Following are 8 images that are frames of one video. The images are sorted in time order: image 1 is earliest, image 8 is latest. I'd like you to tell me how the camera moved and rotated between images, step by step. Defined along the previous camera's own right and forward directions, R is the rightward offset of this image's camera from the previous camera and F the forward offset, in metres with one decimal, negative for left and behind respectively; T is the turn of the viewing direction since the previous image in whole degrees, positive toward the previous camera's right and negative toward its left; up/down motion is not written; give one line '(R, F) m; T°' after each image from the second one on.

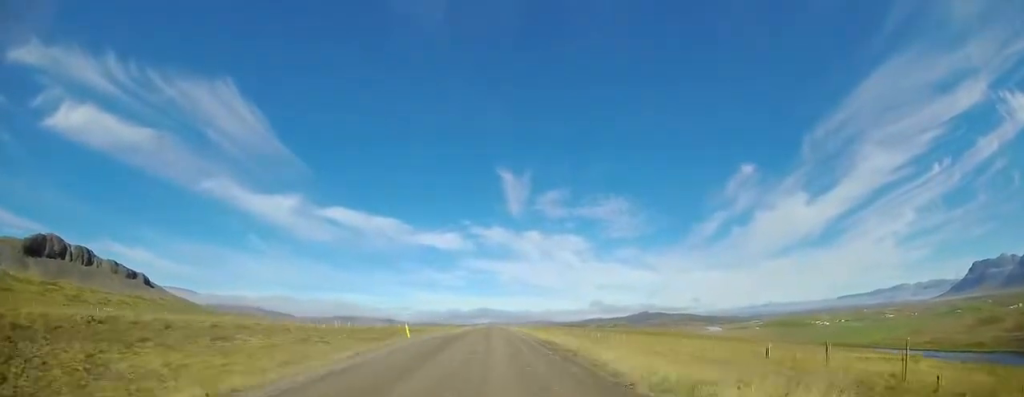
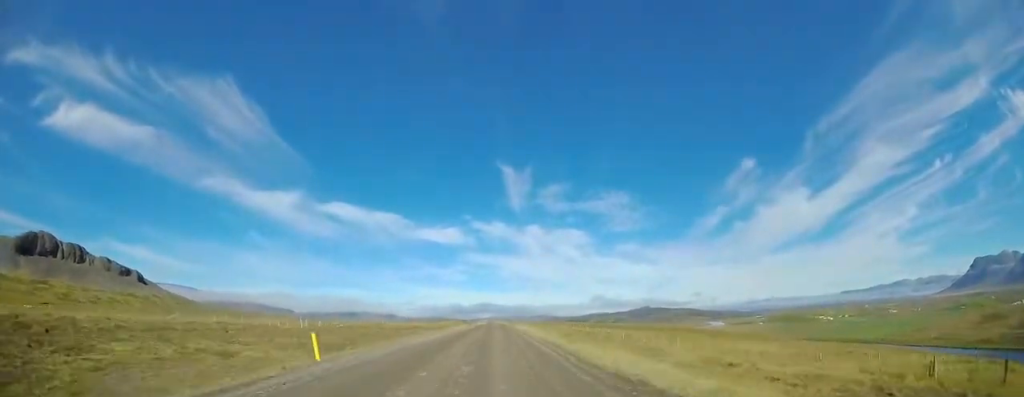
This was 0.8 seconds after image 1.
(-0.4, +12.8) m; -2°
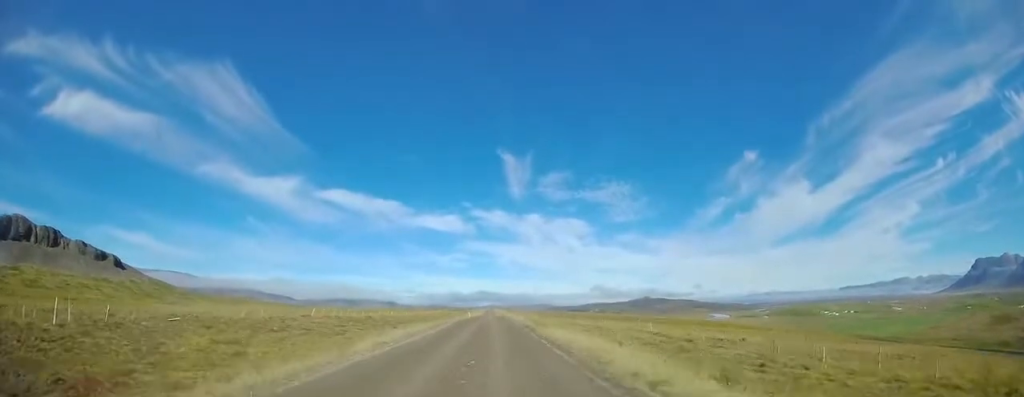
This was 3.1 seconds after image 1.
(-0.3, +36.8) m; 0°
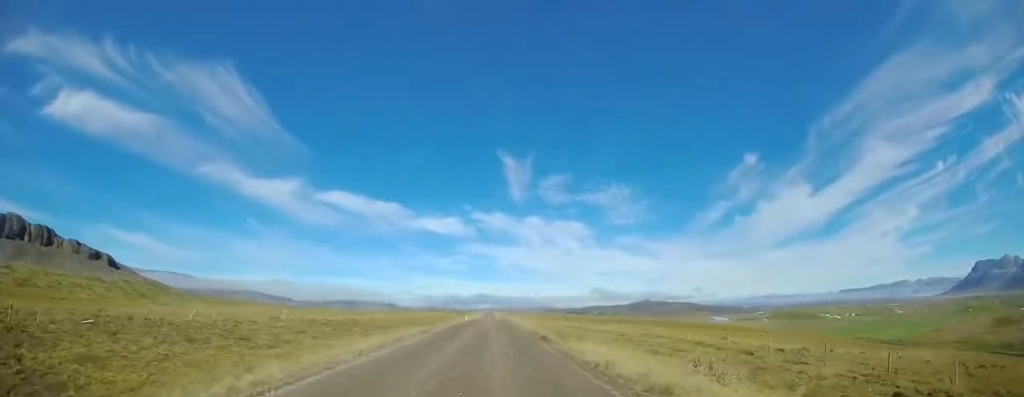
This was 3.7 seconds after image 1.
(0.0, +9.1) m; +1°
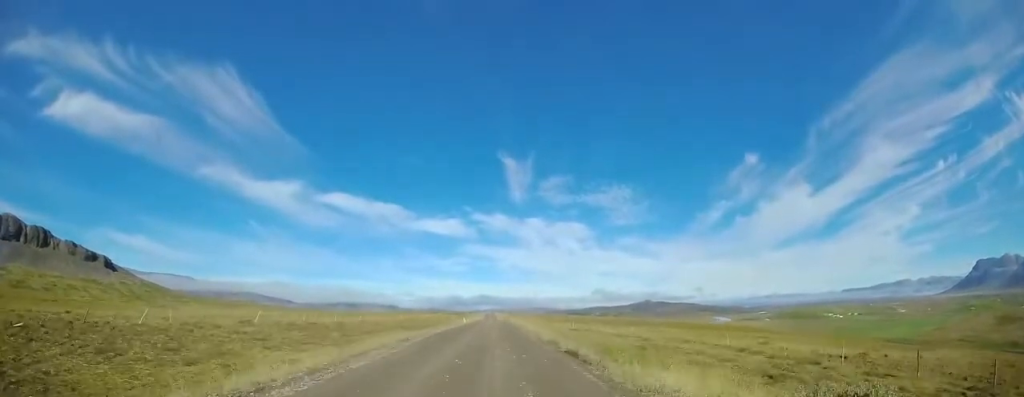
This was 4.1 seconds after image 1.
(+0.1, +6.4) m; 0°
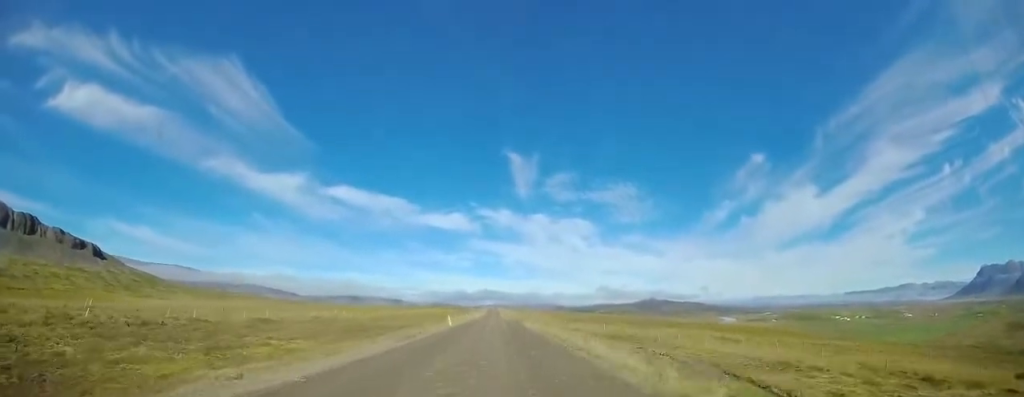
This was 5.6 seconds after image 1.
(+0.2, +24.0) m; +1°
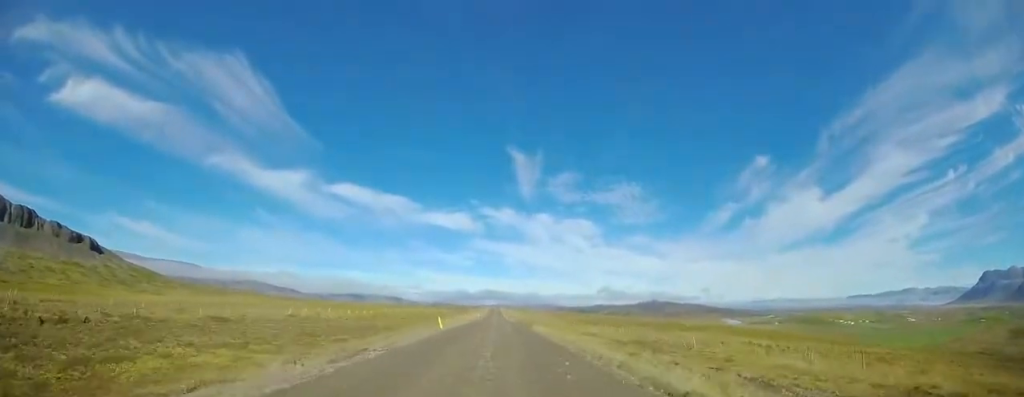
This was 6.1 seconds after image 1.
(0.0, +7.9) m; 0°
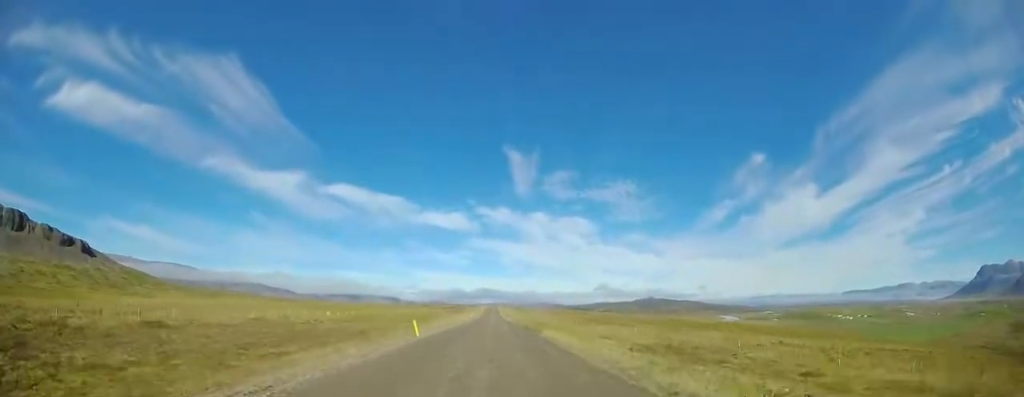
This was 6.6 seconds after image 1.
(-0.1, +7.9) m; +1°
